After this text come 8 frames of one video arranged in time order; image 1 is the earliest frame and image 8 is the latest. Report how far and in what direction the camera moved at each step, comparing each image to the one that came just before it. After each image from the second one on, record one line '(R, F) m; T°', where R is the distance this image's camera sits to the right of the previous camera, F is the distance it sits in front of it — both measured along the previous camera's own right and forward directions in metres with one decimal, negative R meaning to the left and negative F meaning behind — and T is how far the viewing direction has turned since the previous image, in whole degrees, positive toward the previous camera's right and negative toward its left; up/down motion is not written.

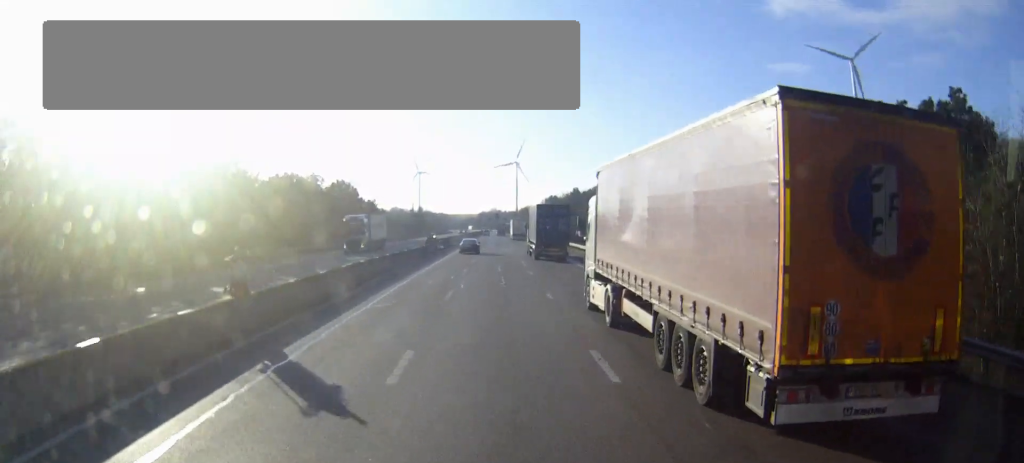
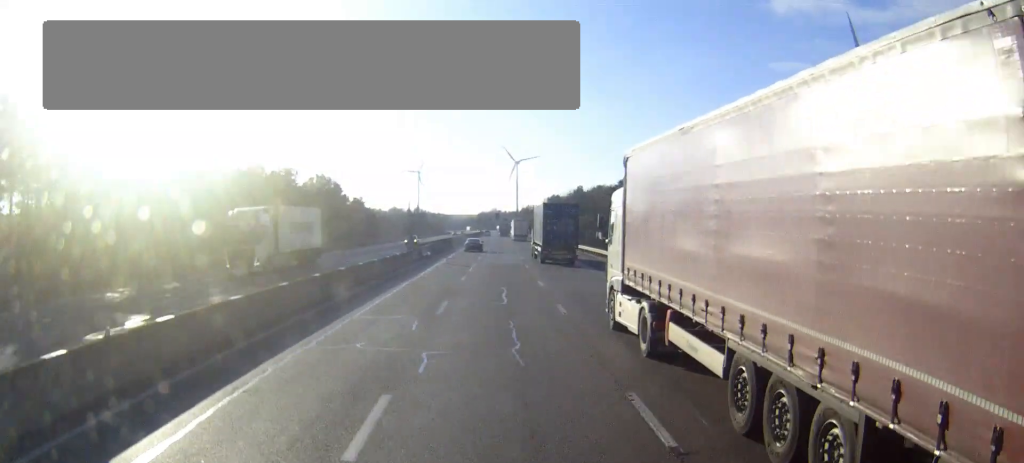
(0.0, +16.9) m; 0°
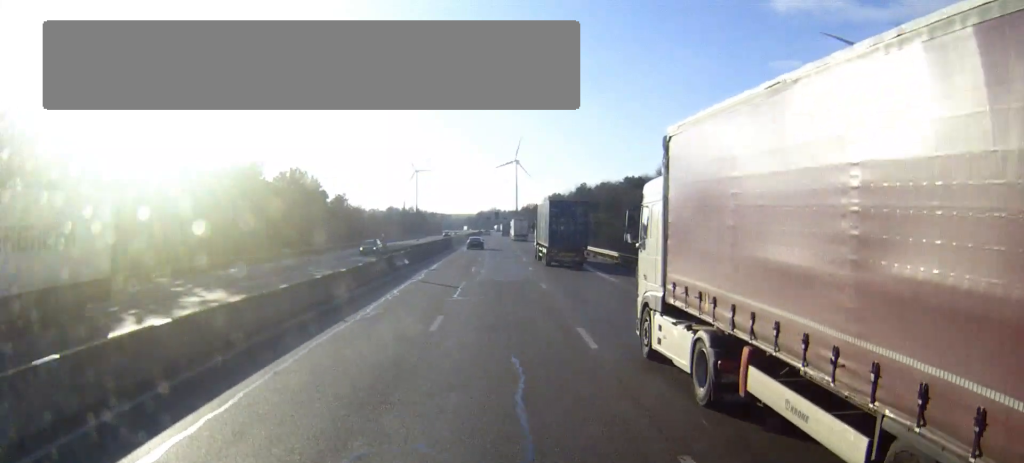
(0.0, +16.2) m; 0°
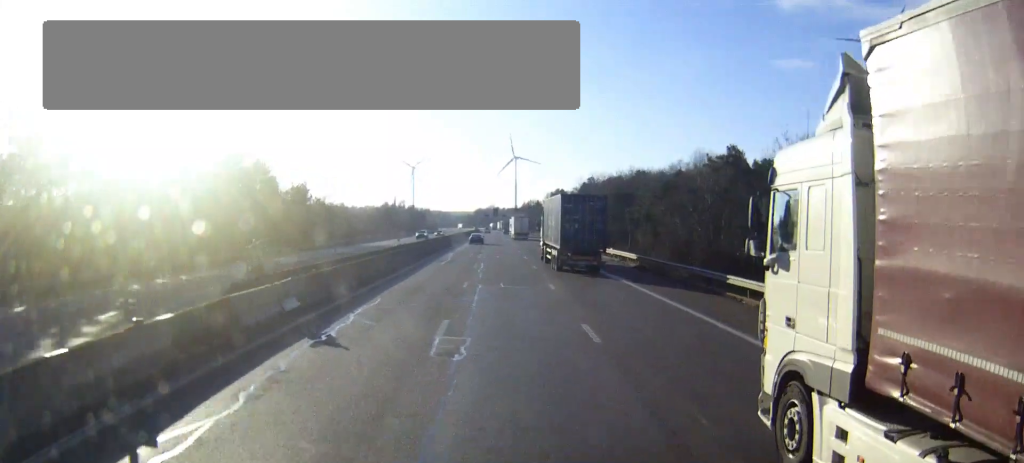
(+0.1, +27.7) m; 0°
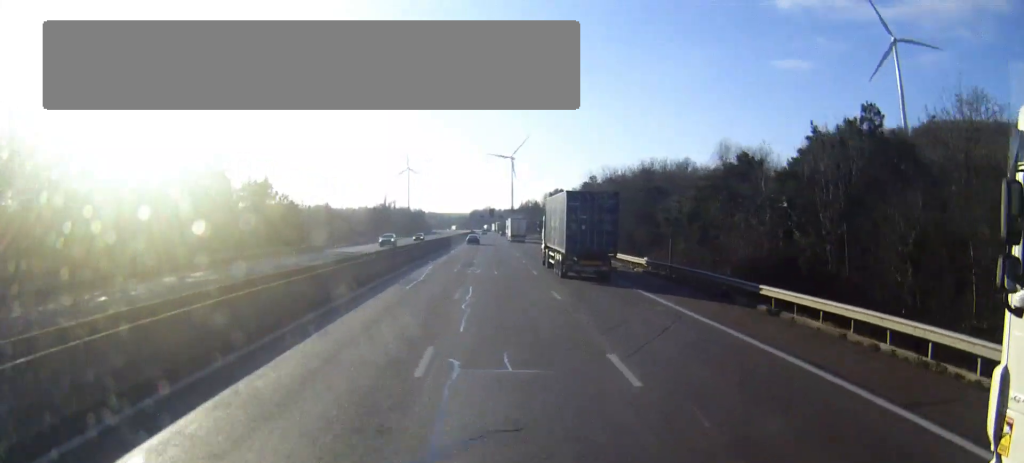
(0.0, +17.2) m; 0°
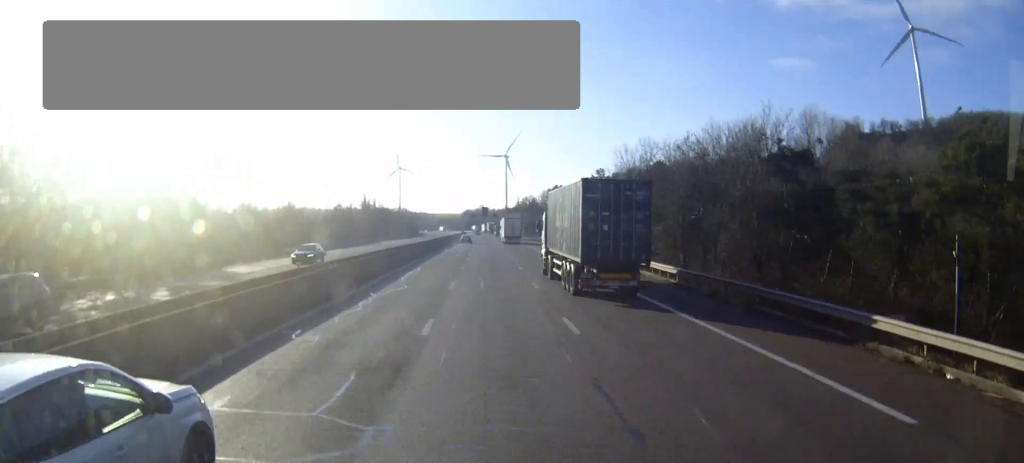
(0.0, +34.4) m; 0°
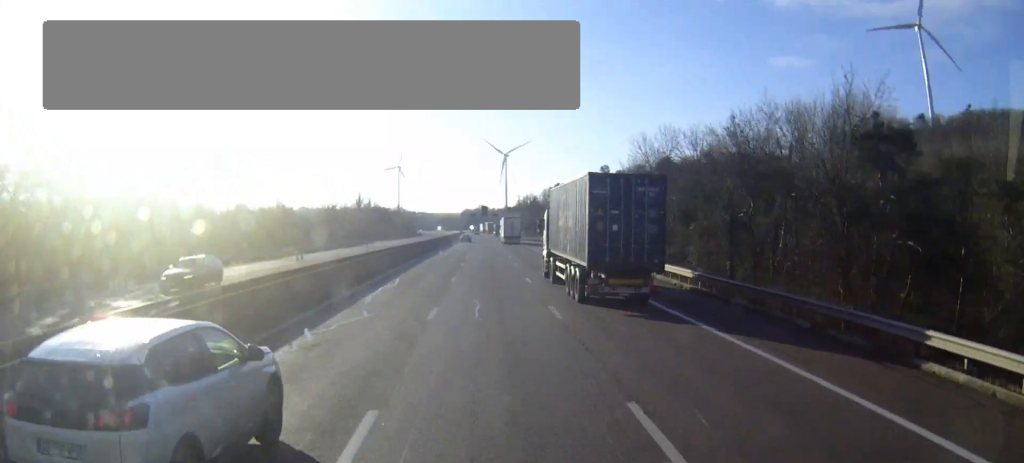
(0.0, +9.8) m; 0°
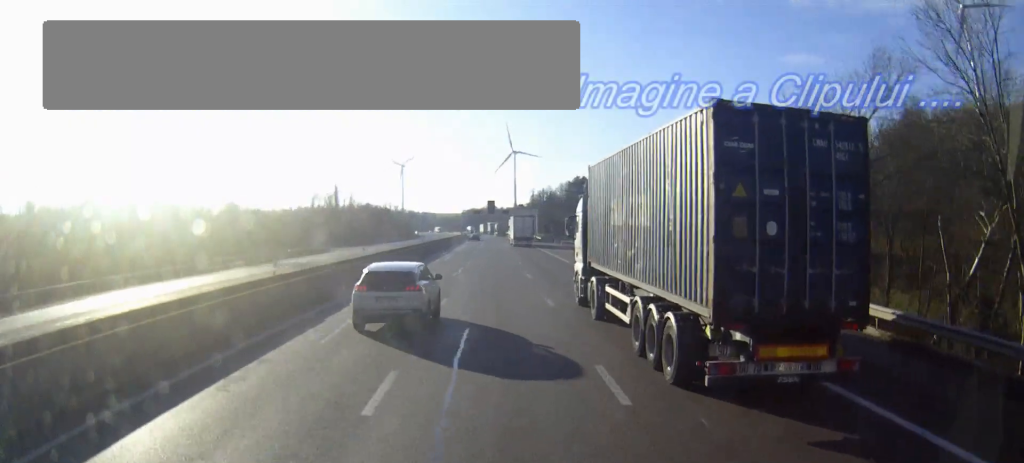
(-0.3, +49.3) m; 0°
